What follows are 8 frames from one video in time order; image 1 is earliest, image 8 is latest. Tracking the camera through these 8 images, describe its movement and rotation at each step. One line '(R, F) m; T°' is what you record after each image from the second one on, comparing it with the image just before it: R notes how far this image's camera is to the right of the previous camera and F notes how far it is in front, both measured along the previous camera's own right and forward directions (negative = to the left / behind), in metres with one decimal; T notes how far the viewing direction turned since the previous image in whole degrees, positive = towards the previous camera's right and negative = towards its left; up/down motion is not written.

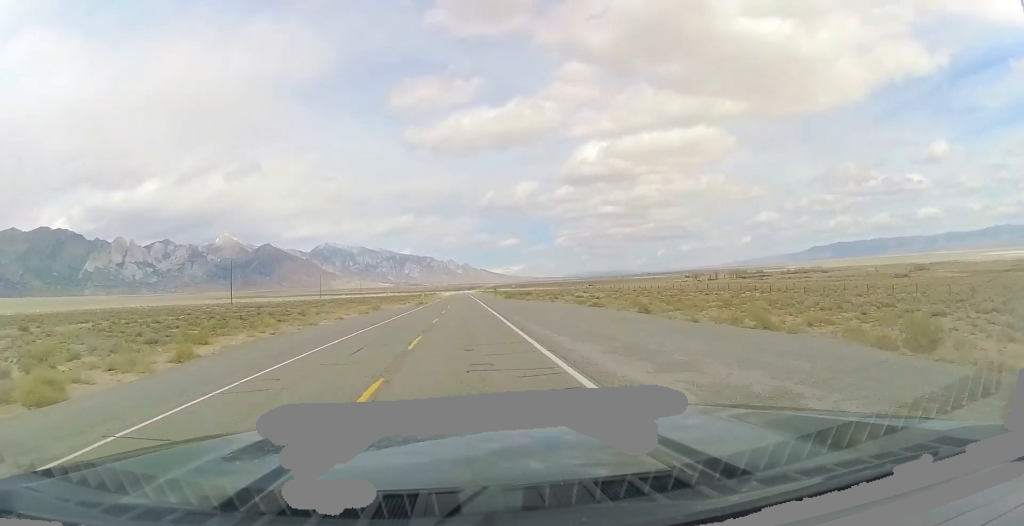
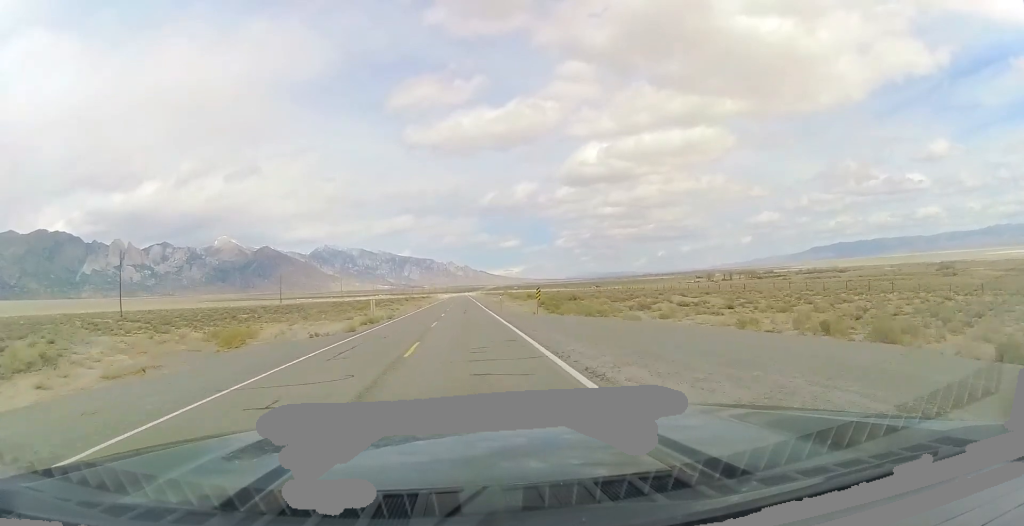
(-0.3, +50.4) m; 0°
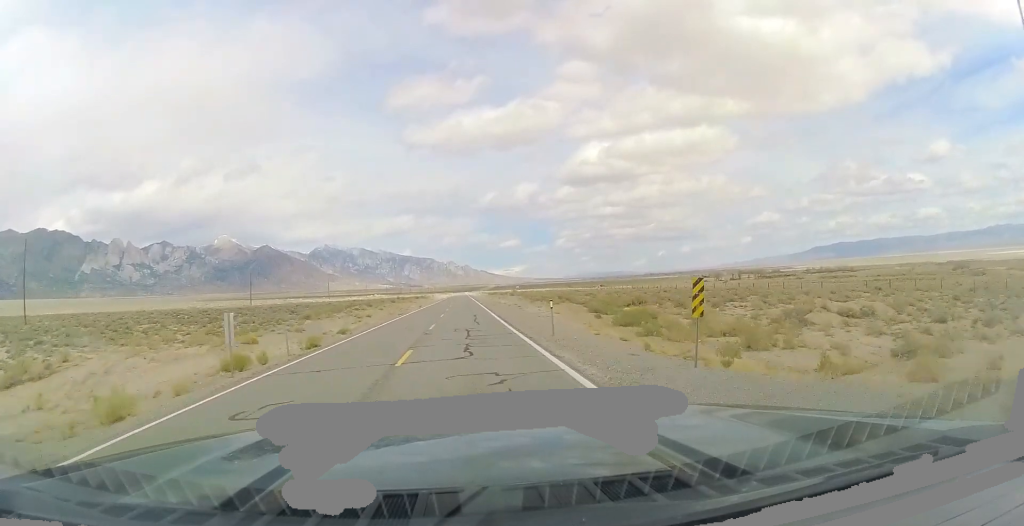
(0.0, +26.4) m; 0°
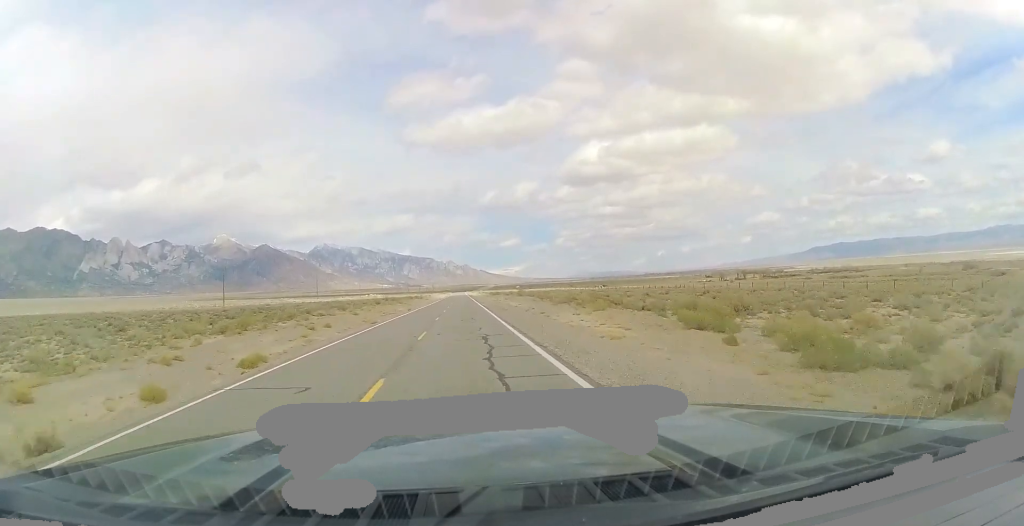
(0.0, +18.0) m; 0°
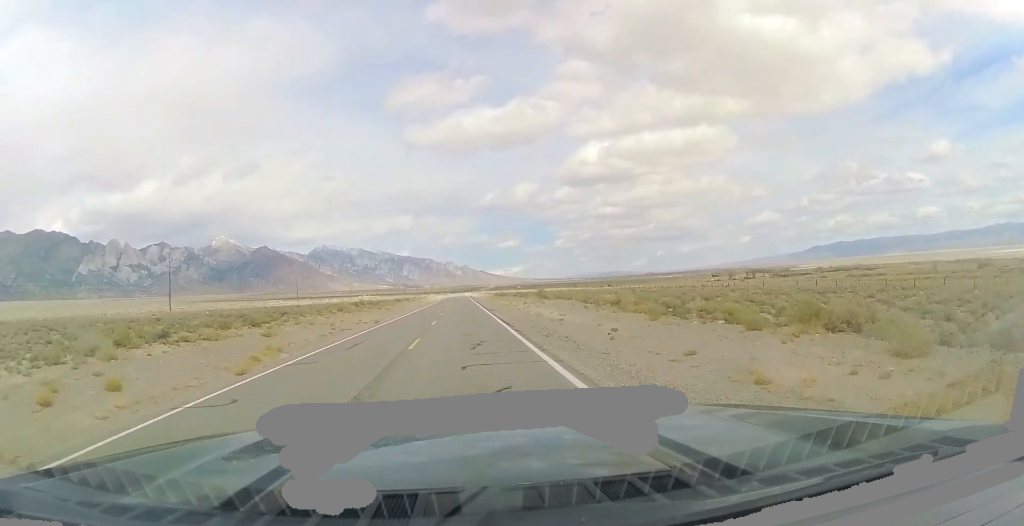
(0.0, +27.6) m; 0°
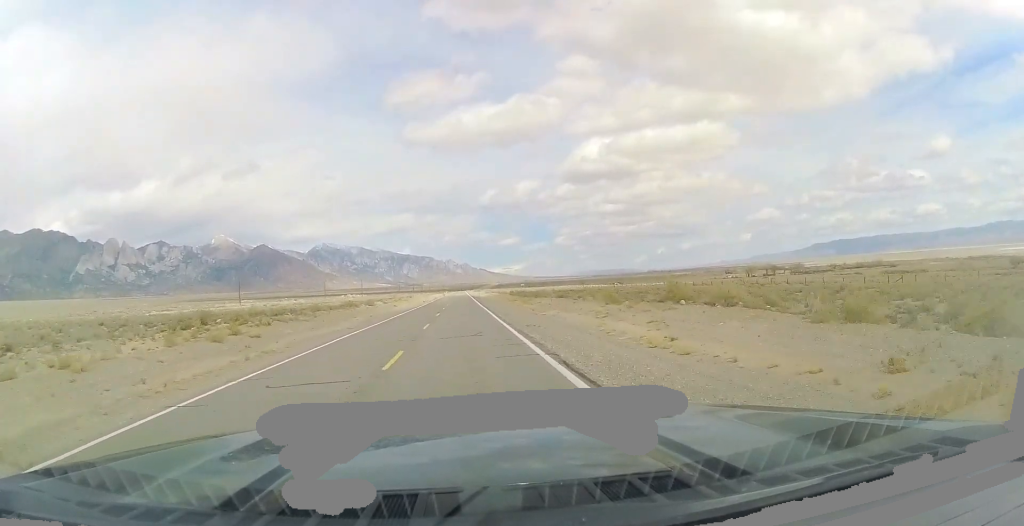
(+0.2, +53.5) m; 0°
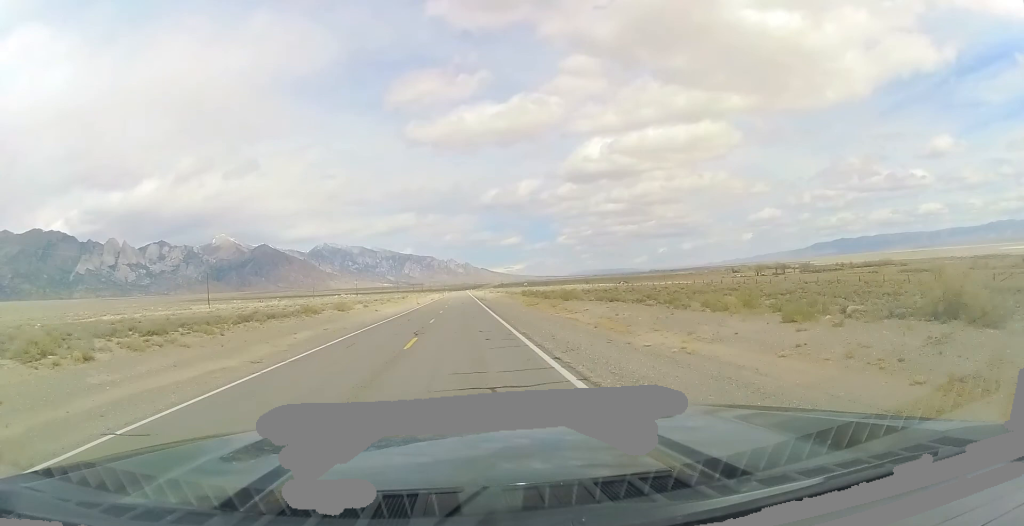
(-0.1, +20.1) m; 0°
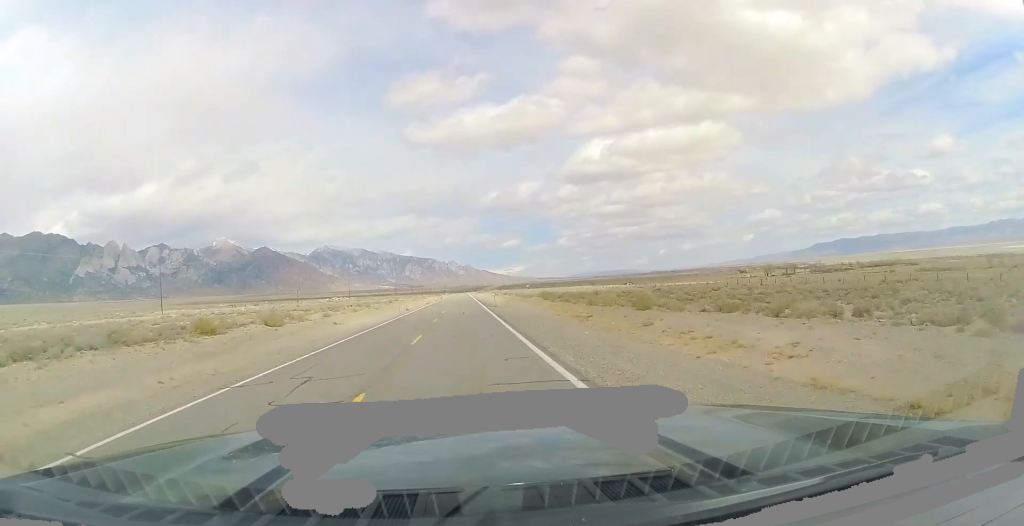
(0.0, +22.4) m; 0°
